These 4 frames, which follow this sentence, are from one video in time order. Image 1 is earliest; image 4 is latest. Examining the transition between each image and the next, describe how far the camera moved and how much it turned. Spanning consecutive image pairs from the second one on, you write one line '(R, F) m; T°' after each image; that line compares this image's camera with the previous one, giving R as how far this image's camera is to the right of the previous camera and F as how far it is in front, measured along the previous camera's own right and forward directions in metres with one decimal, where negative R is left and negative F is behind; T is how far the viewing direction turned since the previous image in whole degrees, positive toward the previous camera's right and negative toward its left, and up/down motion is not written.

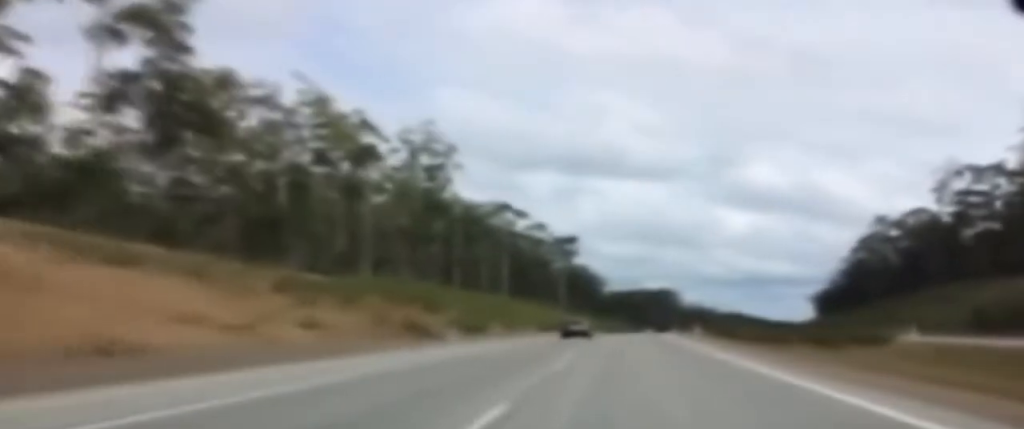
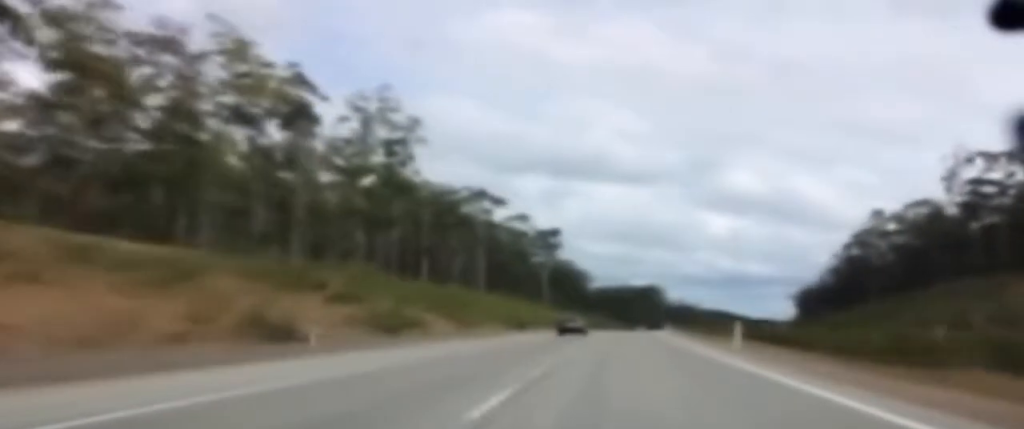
(+0.2, +24.4) m; +1°
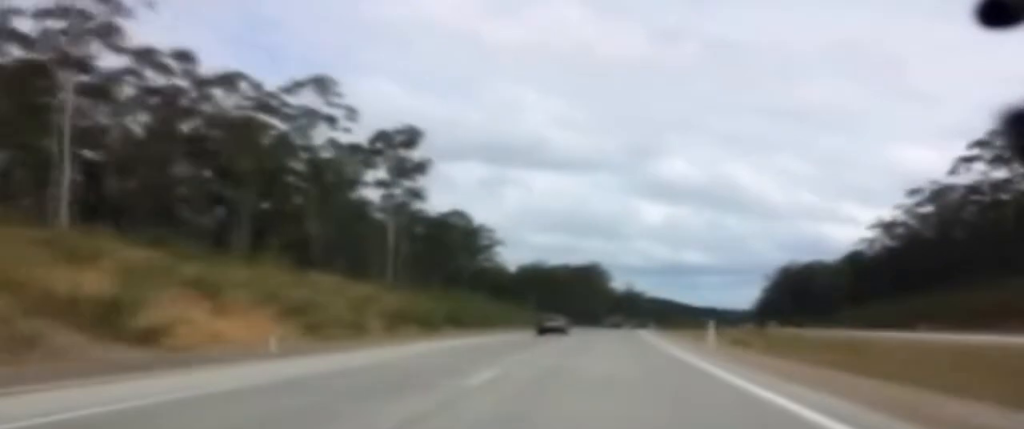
(+3.5, +120.6) m; +4°
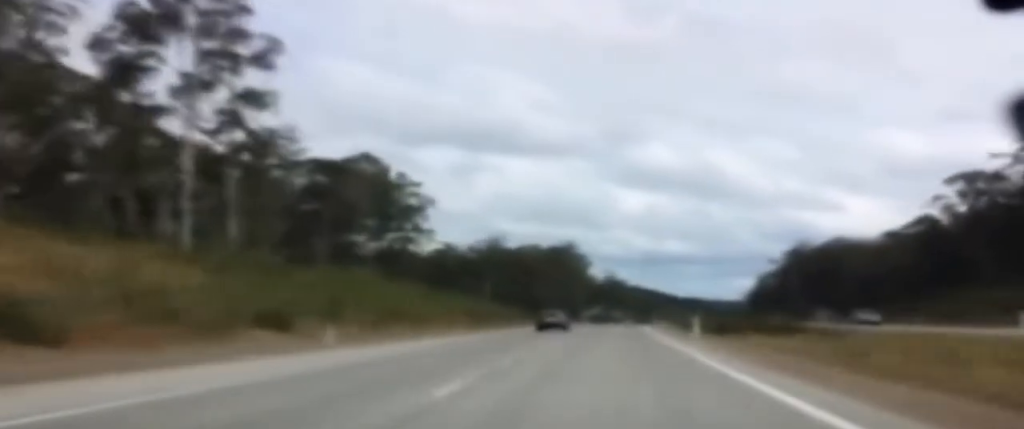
(-0.4, +53.5) m; -1°
